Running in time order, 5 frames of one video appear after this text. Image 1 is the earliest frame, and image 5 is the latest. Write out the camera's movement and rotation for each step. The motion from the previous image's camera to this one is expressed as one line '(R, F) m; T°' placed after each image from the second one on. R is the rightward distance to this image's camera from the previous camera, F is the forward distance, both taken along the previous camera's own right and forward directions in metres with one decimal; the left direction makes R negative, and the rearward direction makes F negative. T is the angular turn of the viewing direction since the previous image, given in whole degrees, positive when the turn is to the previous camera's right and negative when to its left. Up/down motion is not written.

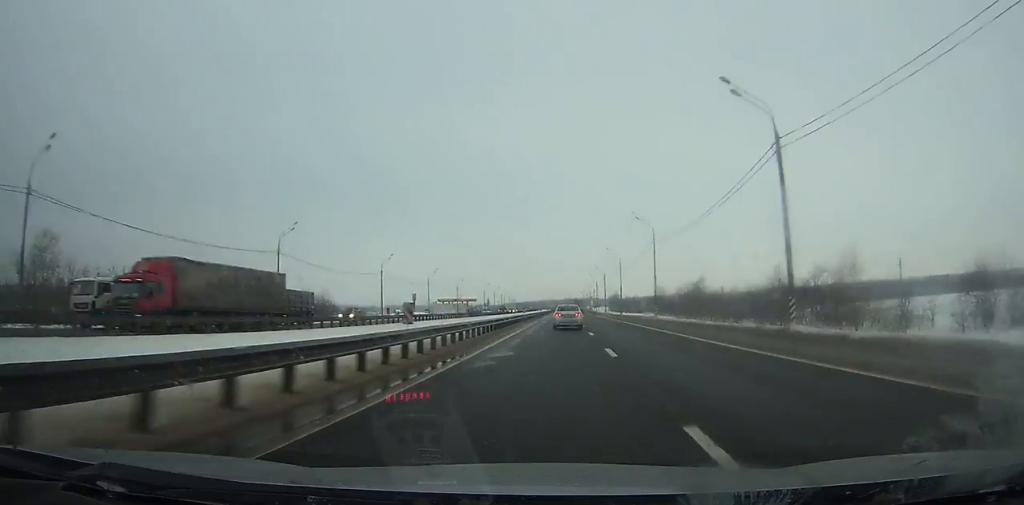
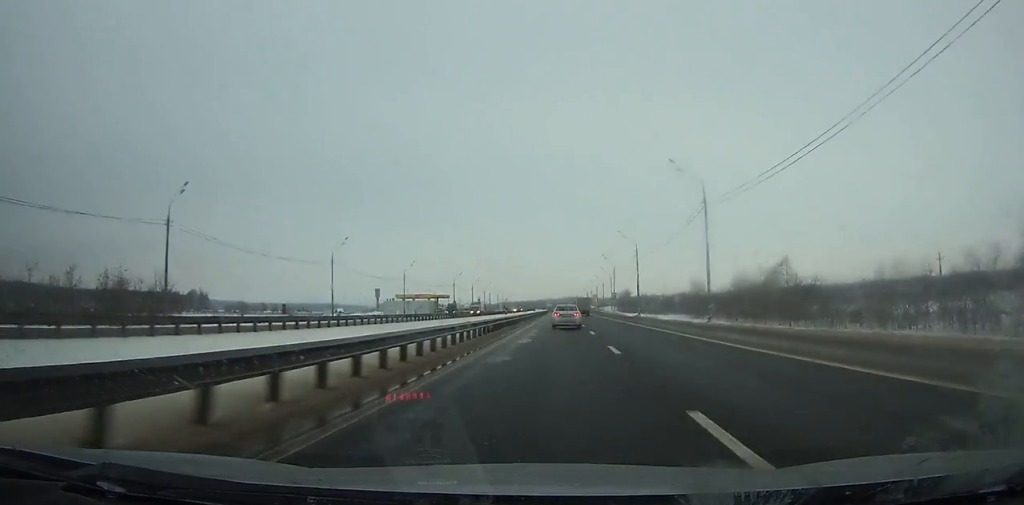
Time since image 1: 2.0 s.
(0.0, +60.3) m; 0°
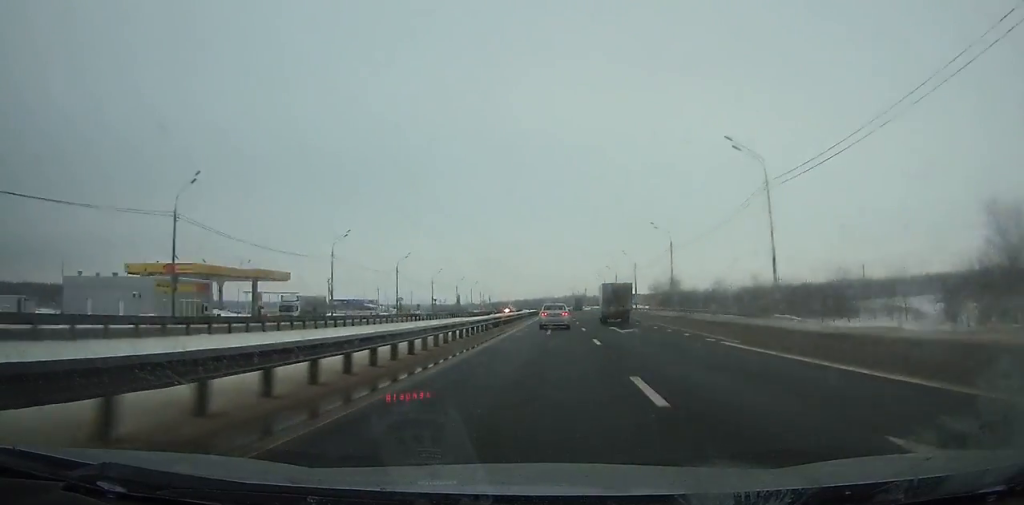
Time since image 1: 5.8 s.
(0.0, +115.3) m; 0°
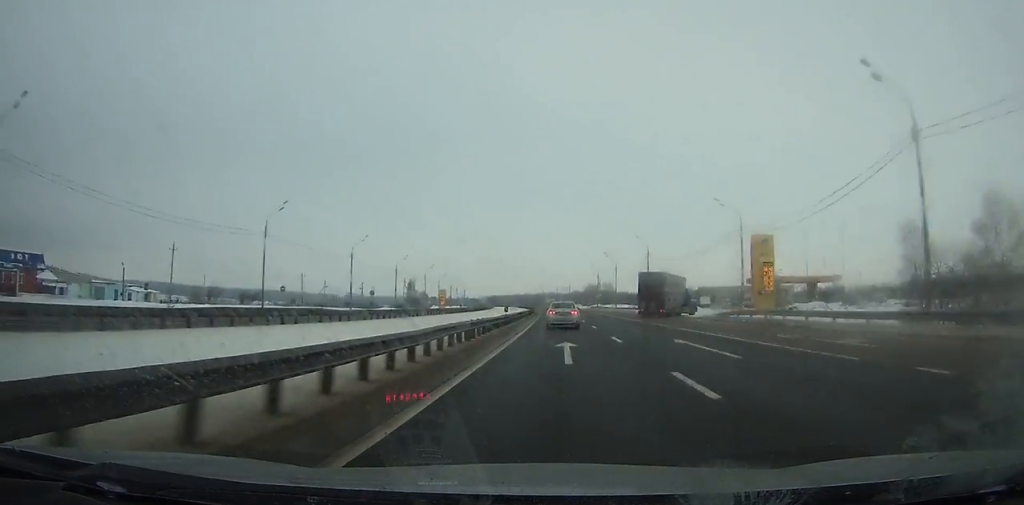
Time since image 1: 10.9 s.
(-0.9, +155.0) m; -1°
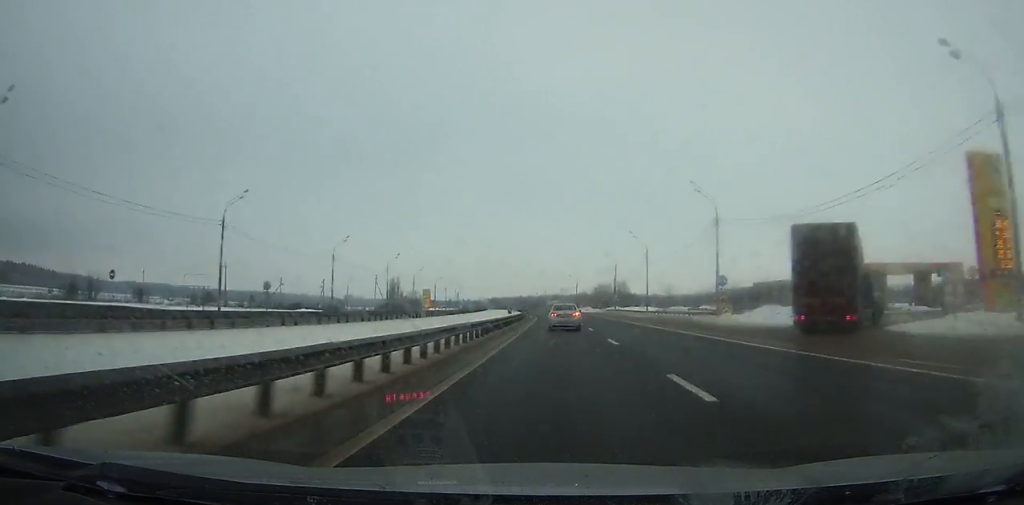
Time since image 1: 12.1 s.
(0.0, +36.4) m; 0°
